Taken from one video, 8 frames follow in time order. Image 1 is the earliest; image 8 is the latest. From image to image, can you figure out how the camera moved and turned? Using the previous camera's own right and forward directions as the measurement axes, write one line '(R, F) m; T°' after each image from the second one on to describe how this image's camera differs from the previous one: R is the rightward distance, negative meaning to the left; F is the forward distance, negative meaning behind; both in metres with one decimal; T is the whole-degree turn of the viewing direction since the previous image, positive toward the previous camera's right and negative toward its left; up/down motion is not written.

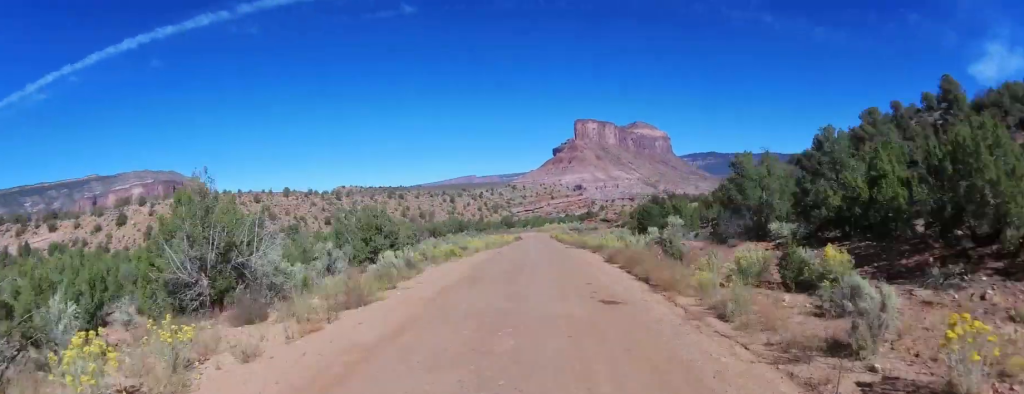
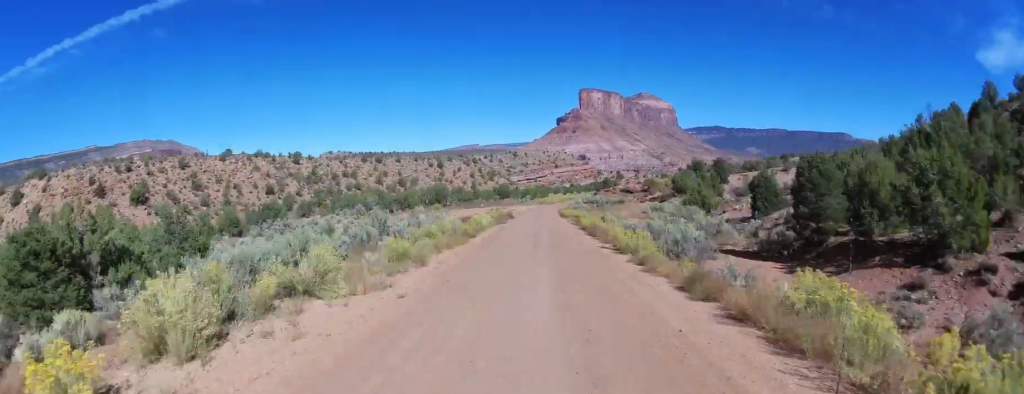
(-1.3, +45.3) m; +2°
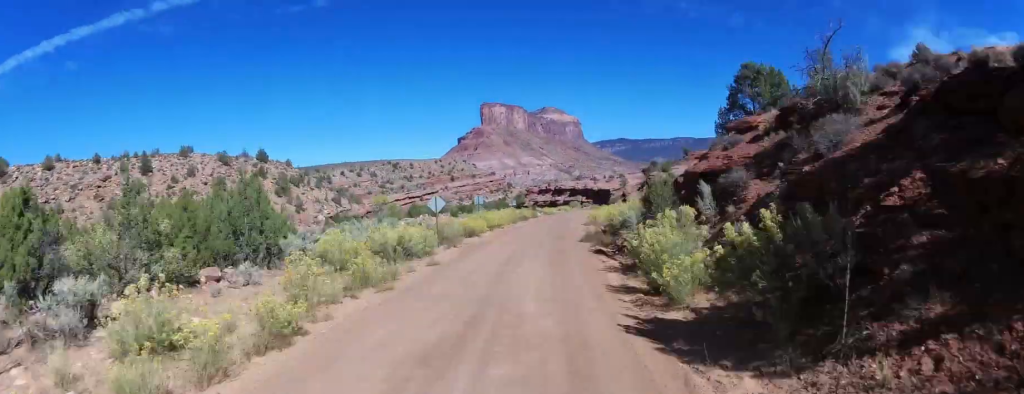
(+14.7, +162.4) m; +4°
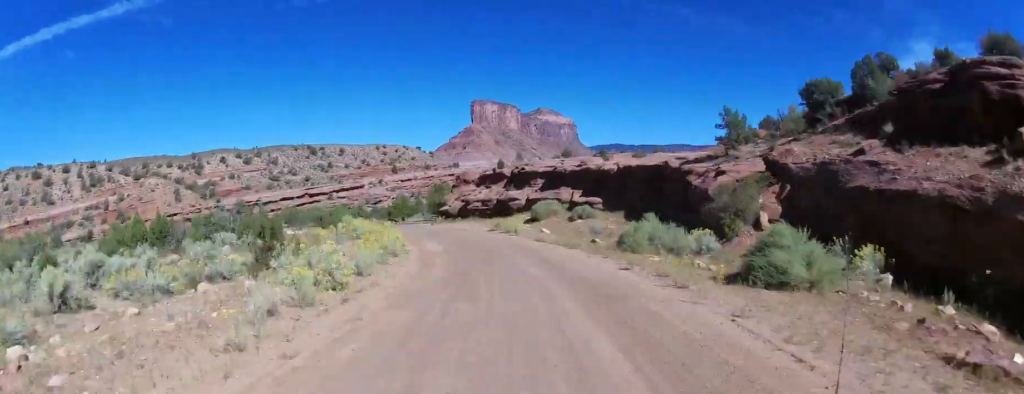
(-11.2, +111.4) m; -4°
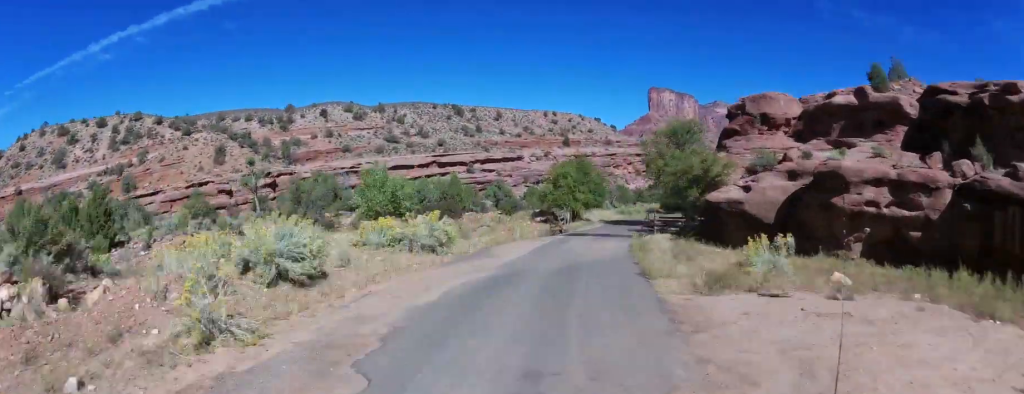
(+7.2, +77.9) m; +10°
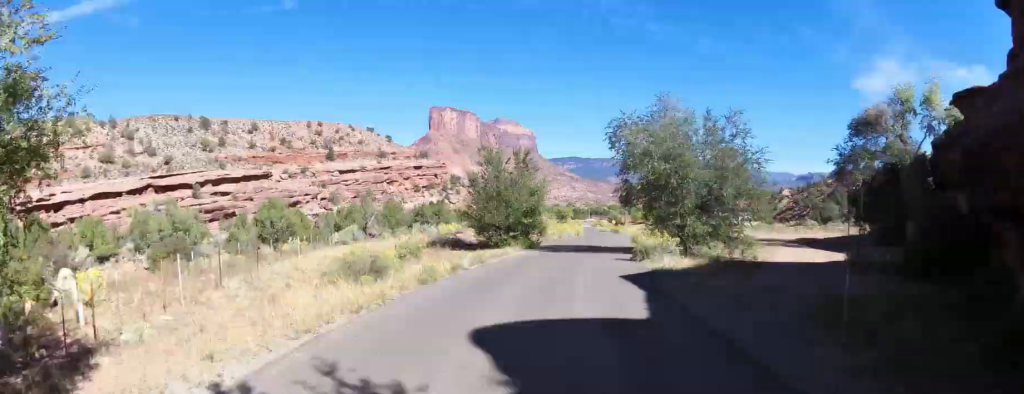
(+4.6, +60.8) m; +4°
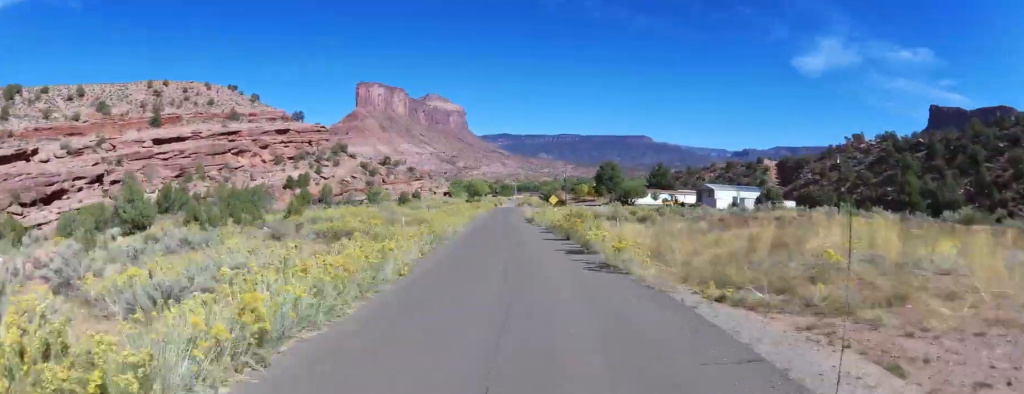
(+0.1, +75.7) m; 0°
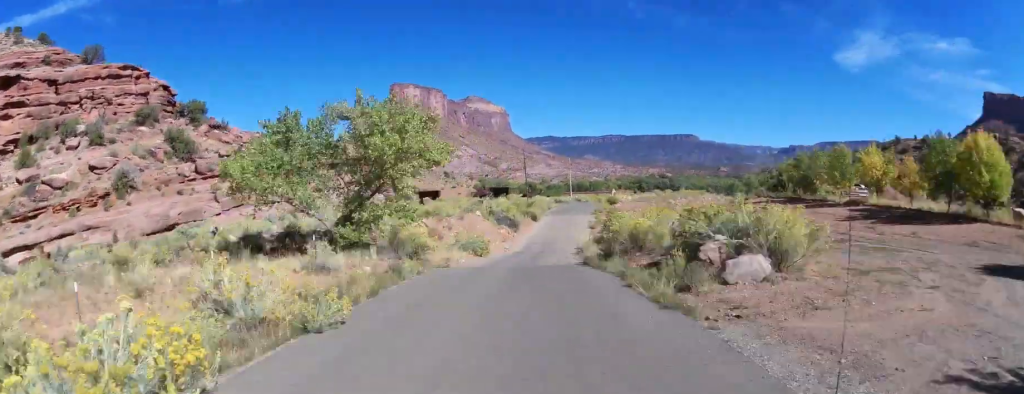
(+0.5, +124.5) m; +9°
